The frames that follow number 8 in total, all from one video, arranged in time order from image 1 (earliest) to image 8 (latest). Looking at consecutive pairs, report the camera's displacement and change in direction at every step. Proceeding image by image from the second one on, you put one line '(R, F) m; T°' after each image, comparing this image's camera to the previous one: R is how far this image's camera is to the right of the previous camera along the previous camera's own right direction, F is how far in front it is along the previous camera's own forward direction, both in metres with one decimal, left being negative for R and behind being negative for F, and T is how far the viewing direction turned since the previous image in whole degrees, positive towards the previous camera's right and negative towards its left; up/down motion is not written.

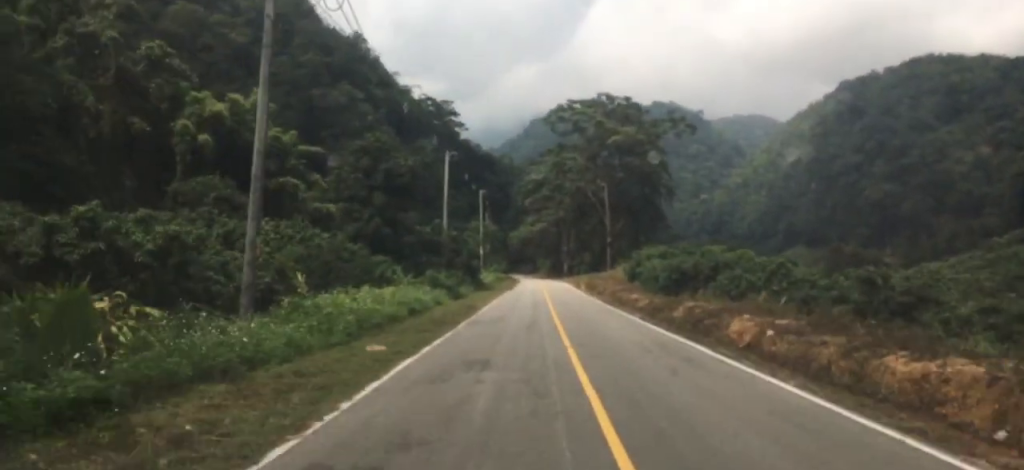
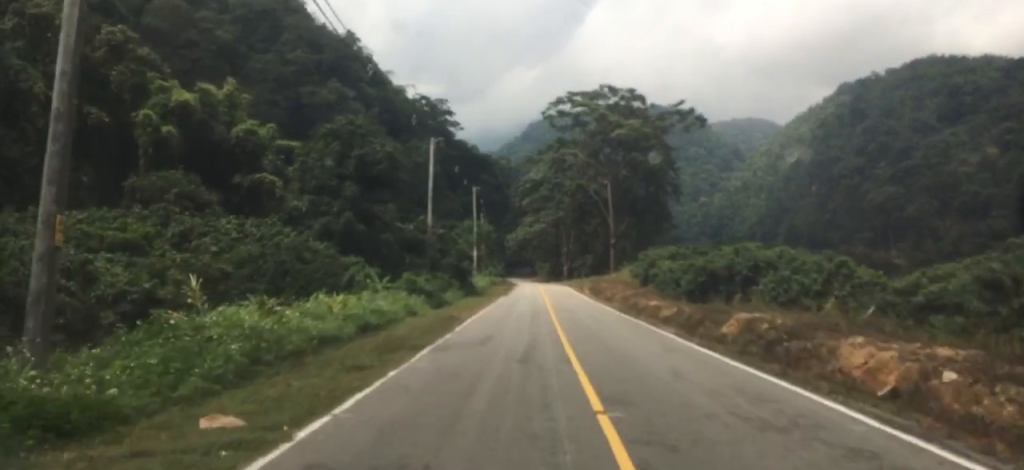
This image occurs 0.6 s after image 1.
(-0.2, +8.0) m; 0°
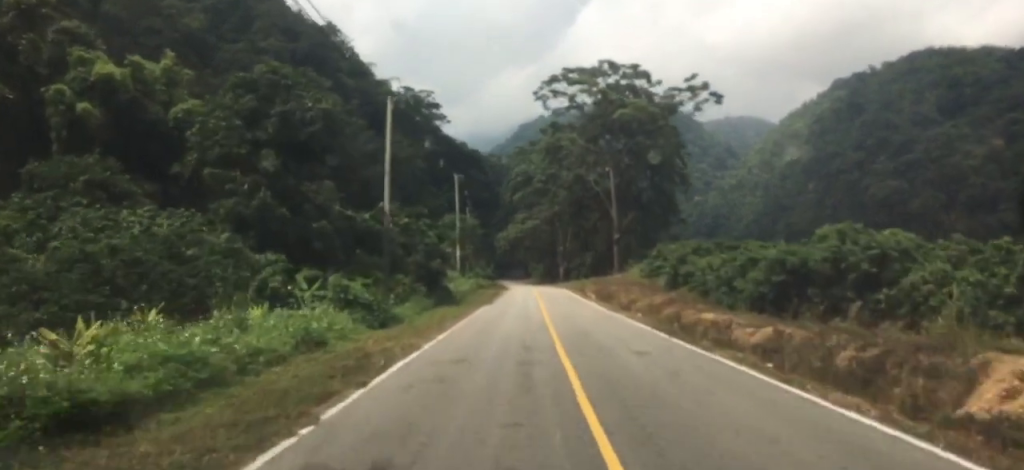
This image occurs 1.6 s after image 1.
(+0.1, +13.1) m; -1°
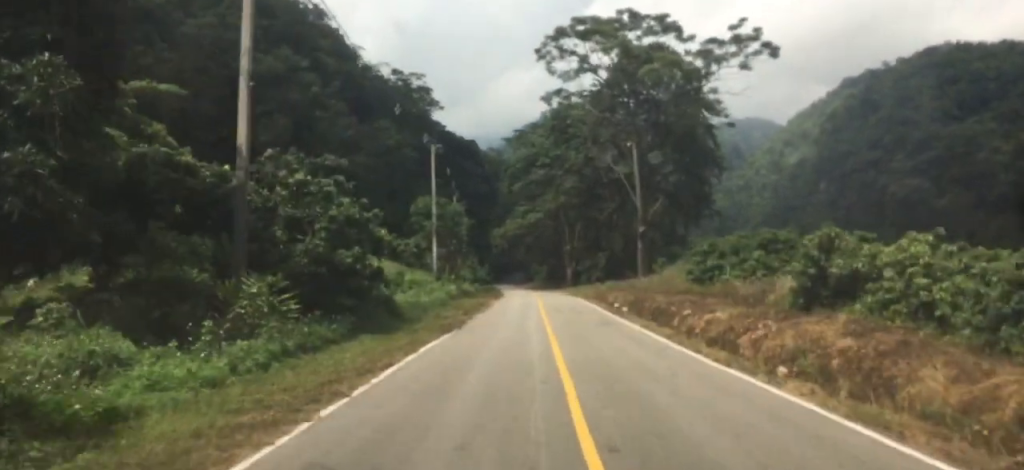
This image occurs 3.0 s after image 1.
(-0.6, +19.7) m; -1°
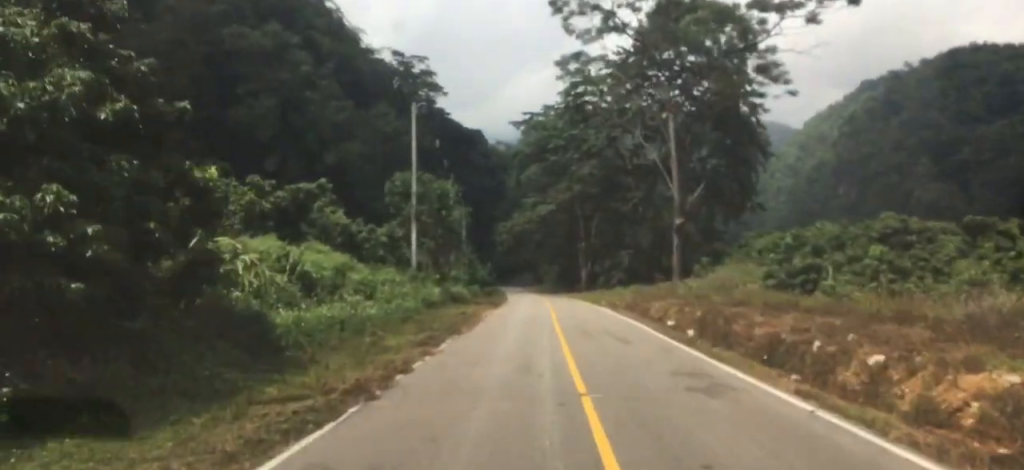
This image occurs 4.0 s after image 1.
(+0.2, +14.4) m; 0°
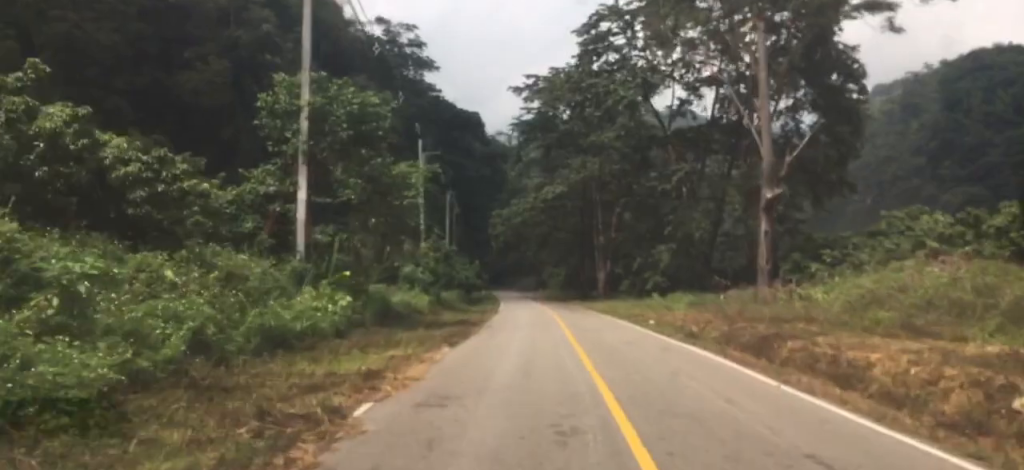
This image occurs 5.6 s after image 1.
(-0.5, +22.1) m; -1°
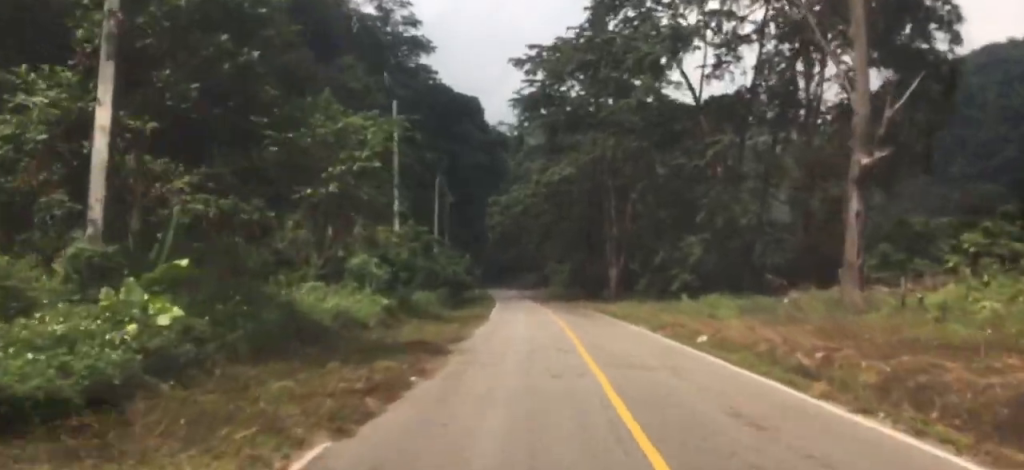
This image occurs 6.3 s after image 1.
(+0.1, +10.4) m; +1°
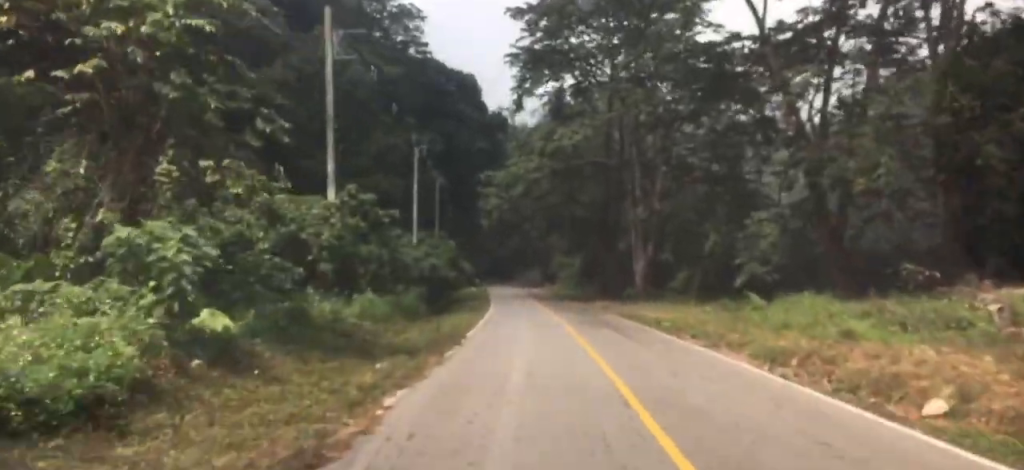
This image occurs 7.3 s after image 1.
(+0.1, +13.6) m; 0°
